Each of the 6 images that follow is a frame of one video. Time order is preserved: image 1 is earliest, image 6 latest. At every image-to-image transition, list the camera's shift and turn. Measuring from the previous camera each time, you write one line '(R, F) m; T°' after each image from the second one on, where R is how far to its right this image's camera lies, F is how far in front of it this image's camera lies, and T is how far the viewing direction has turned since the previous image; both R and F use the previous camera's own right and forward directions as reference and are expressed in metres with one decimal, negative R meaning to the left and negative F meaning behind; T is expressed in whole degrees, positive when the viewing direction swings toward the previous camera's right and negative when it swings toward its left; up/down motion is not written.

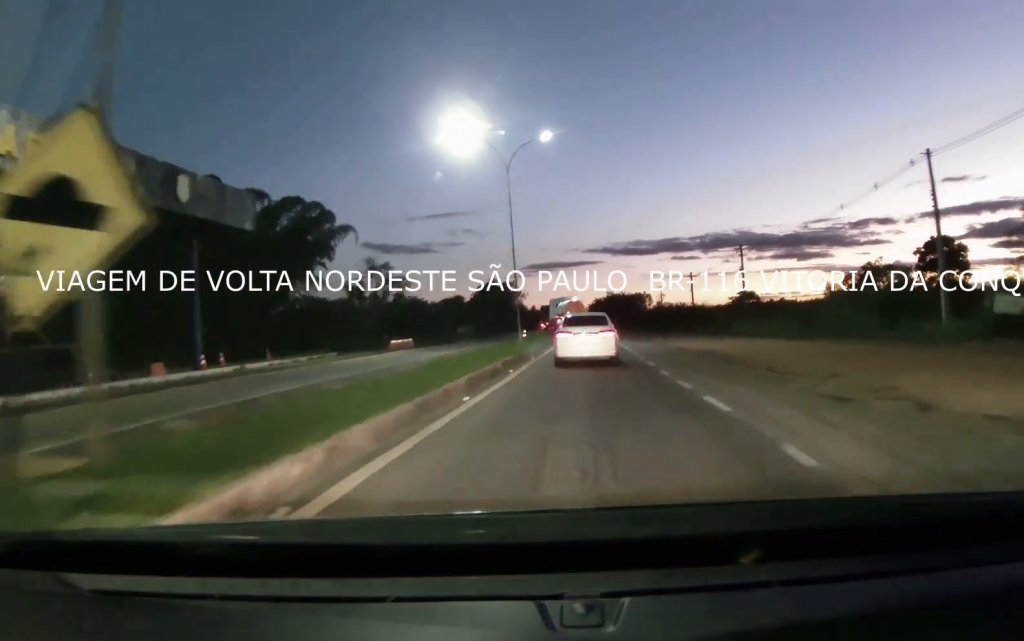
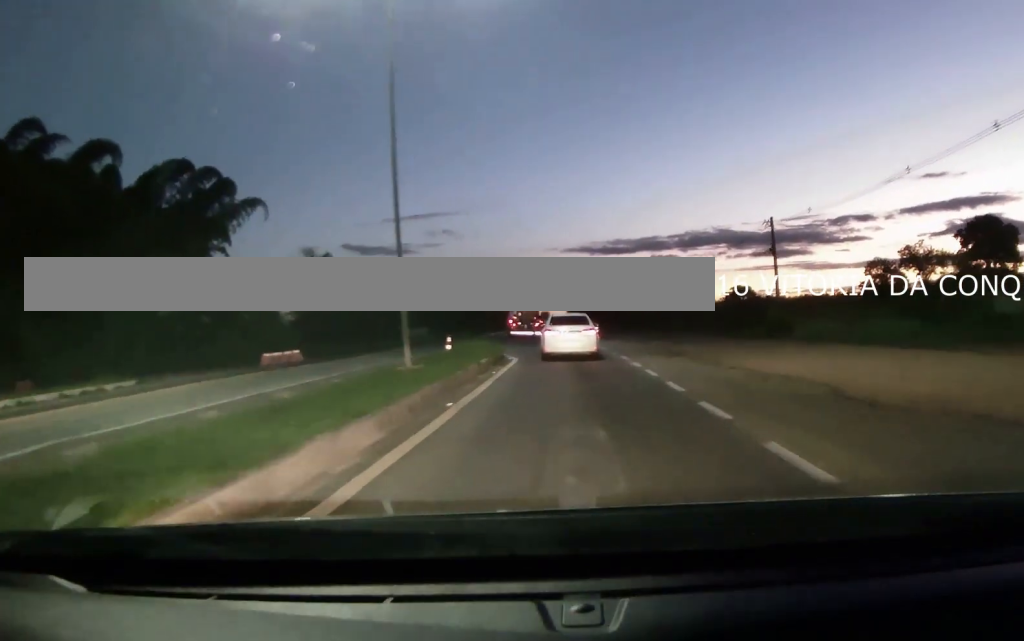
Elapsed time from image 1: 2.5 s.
(0.0, +23.7) m; +3°
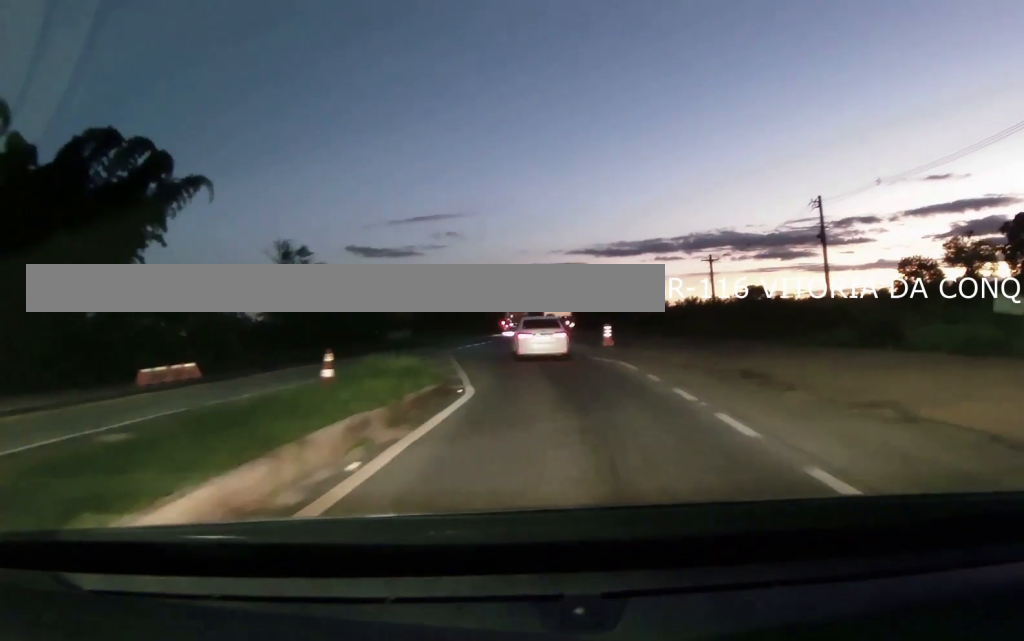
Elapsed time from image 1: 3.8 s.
(+0.2, +12.9) m; 0°
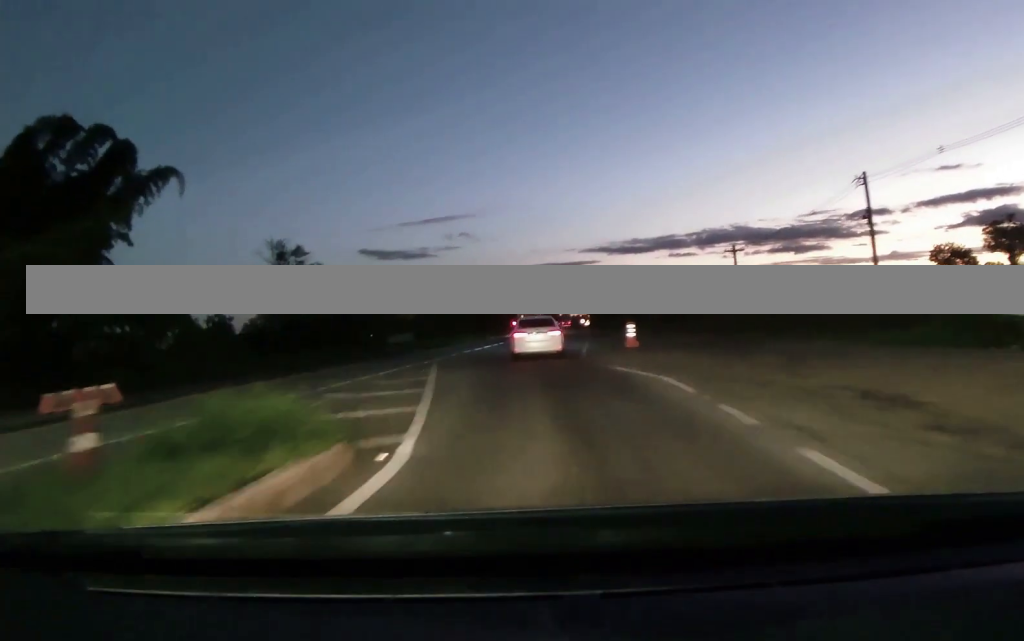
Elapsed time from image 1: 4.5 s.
(-0.1, +6.9) m; -2°
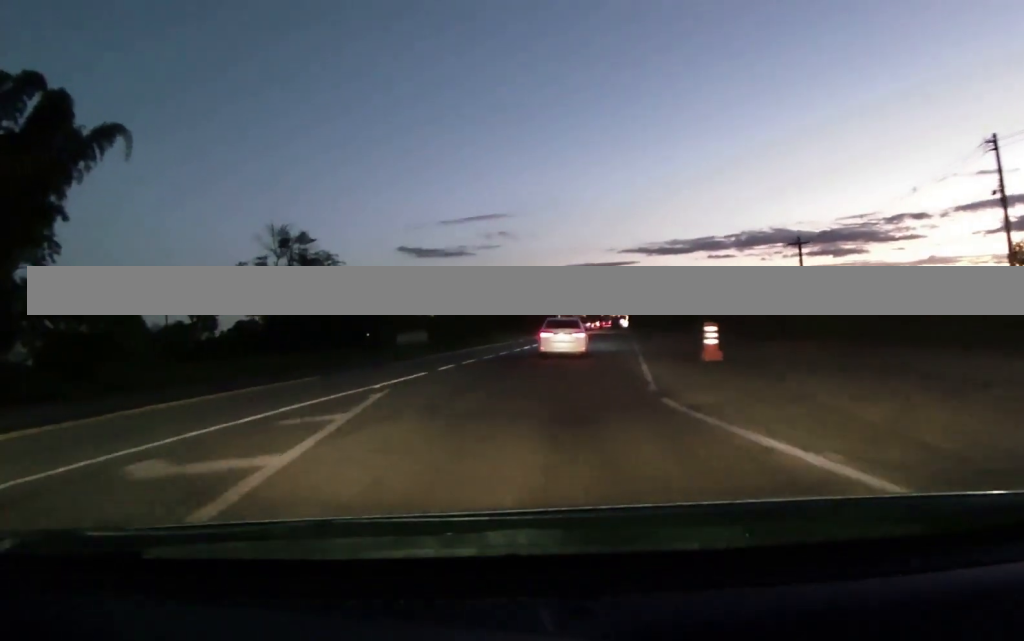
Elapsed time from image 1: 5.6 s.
(-0.5, +12.1) m; -3°
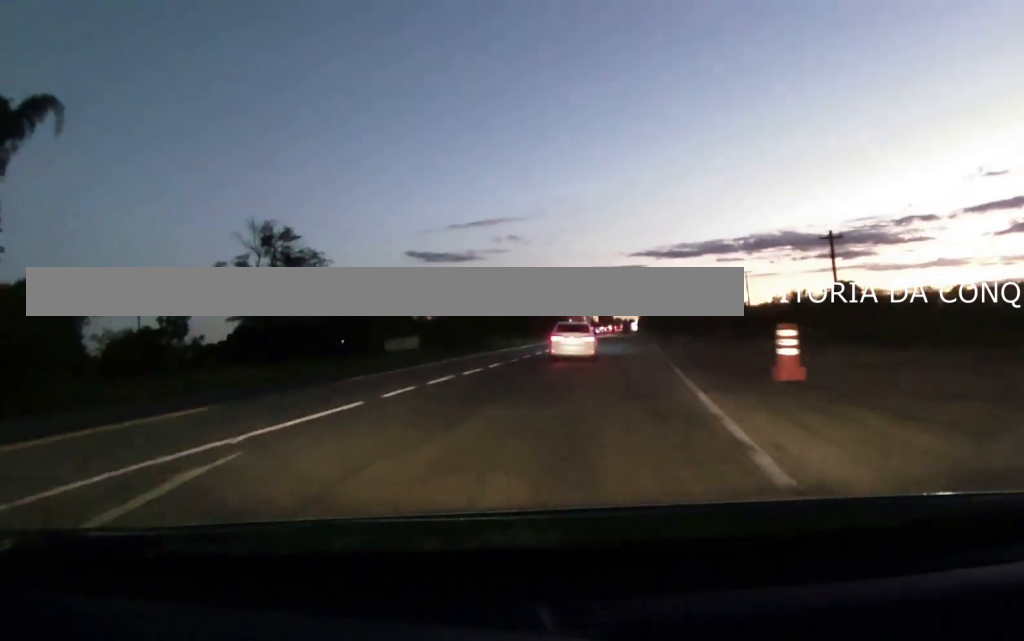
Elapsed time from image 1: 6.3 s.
(-0.2, +7.8) m; 0°
